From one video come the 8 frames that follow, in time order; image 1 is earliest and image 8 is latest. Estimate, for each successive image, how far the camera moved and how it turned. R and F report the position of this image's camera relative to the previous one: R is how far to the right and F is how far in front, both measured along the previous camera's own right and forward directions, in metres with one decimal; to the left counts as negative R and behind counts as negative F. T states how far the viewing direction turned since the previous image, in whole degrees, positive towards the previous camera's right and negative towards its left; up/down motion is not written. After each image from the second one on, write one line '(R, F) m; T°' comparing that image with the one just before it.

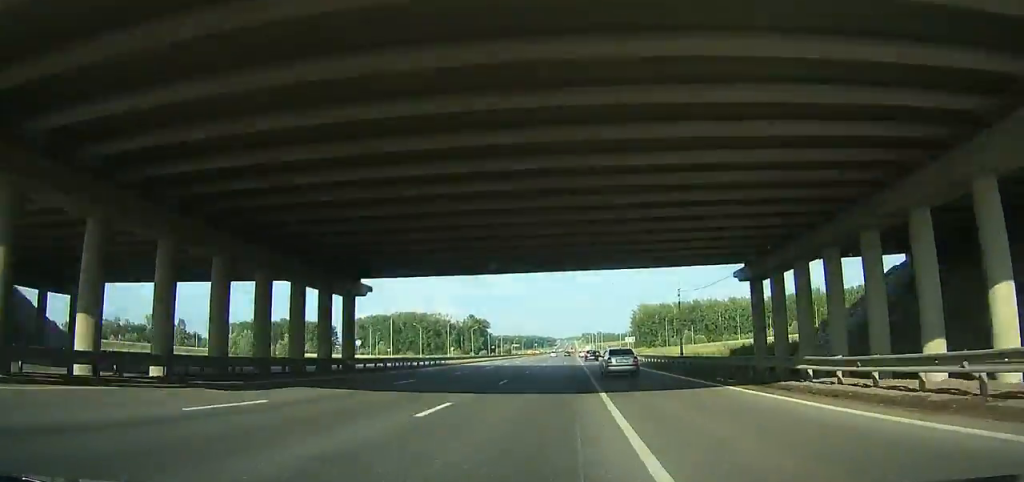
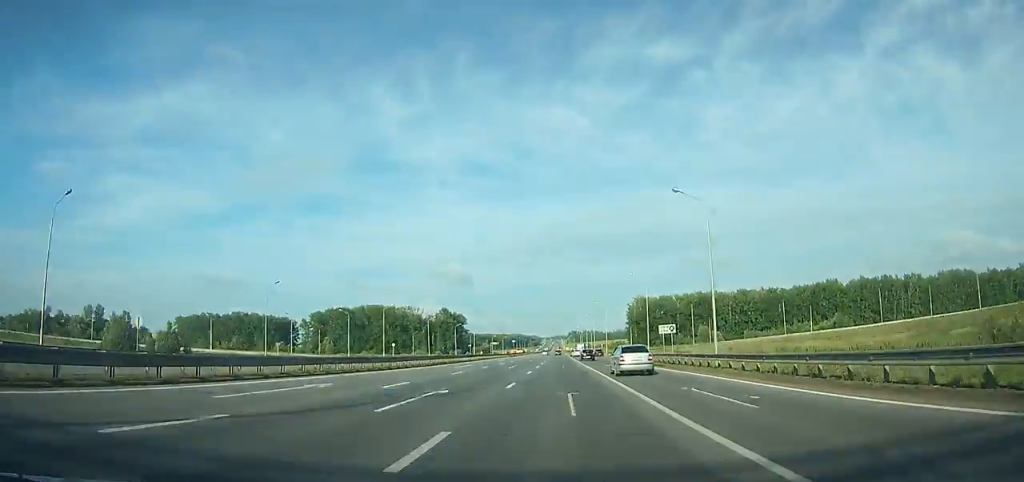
(+0.3, +50.3) m; +1°
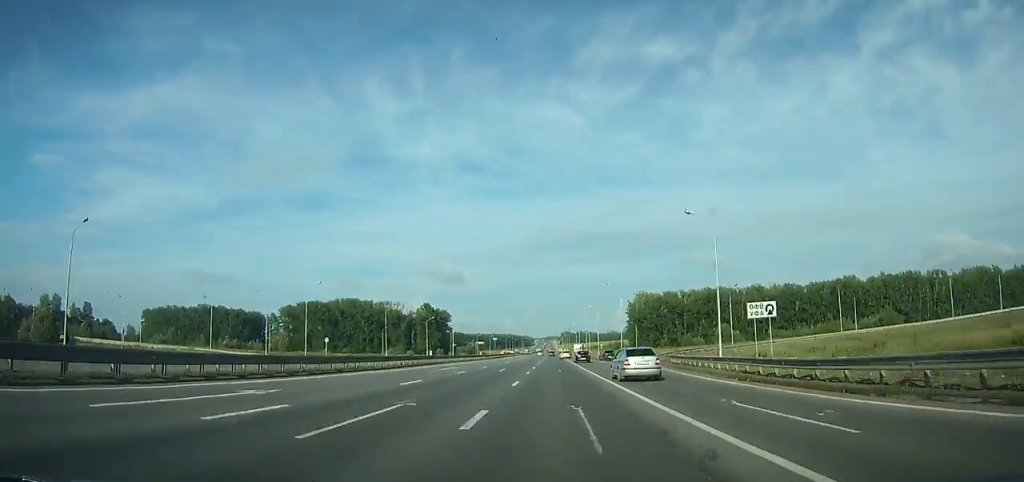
(+0.3, +31.8) m; 0°
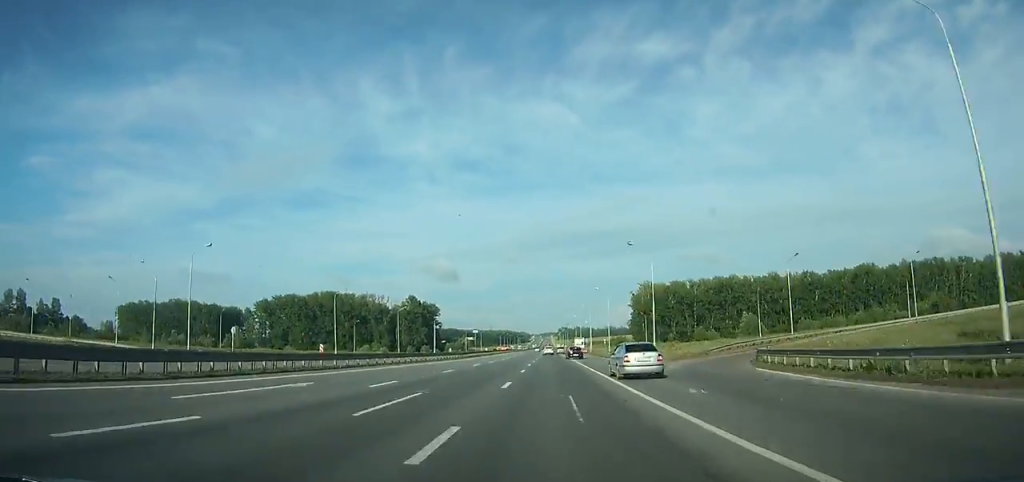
(0.0, +27.6) m; 0°
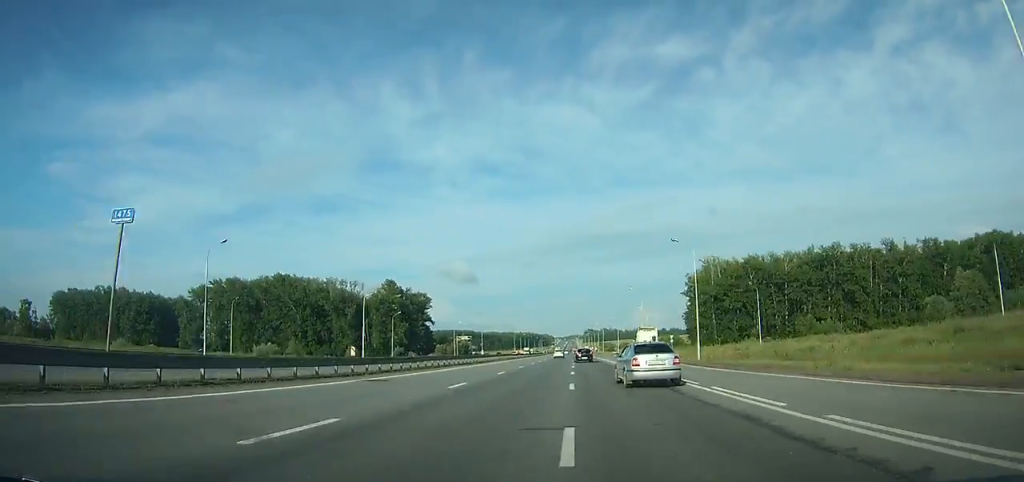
(-0.7, +82.1) m; -1°
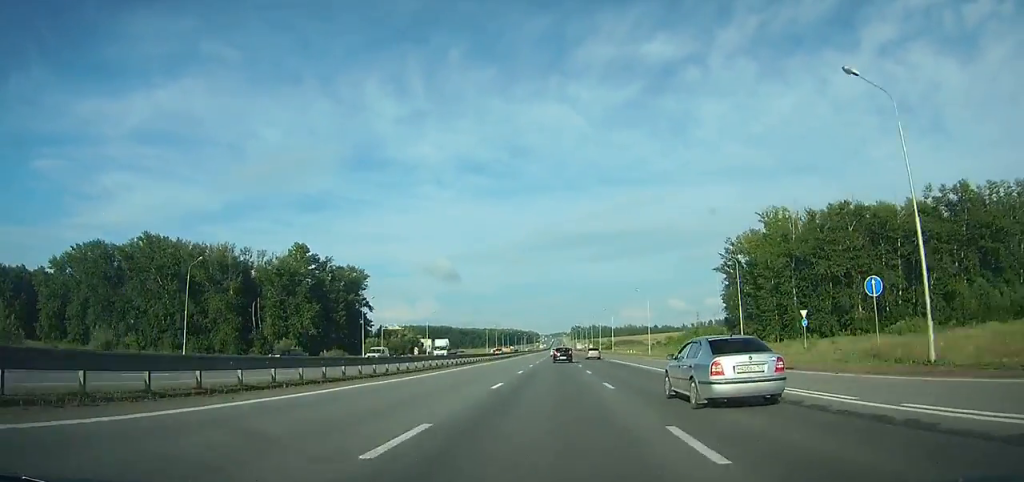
(-0.2, +72.4) m; 0°
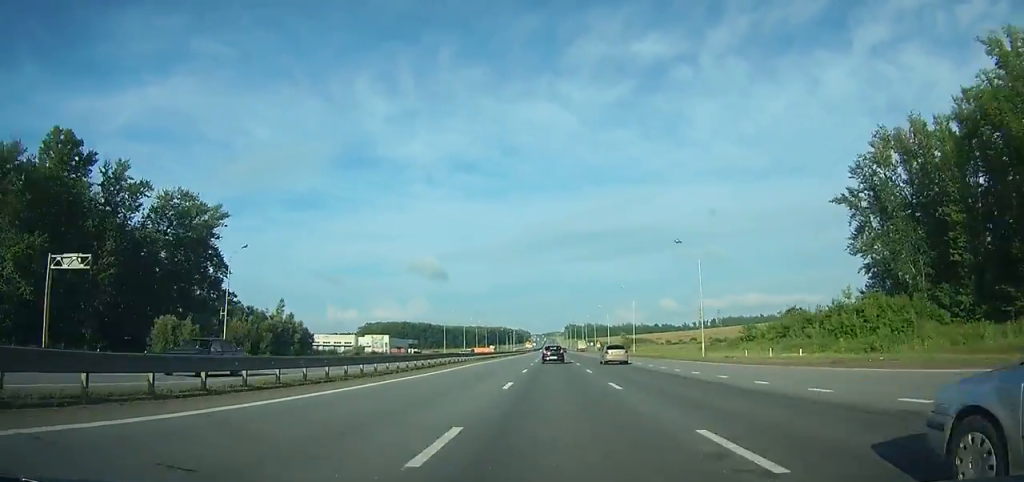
(+0.3, +81.5) m; +1°
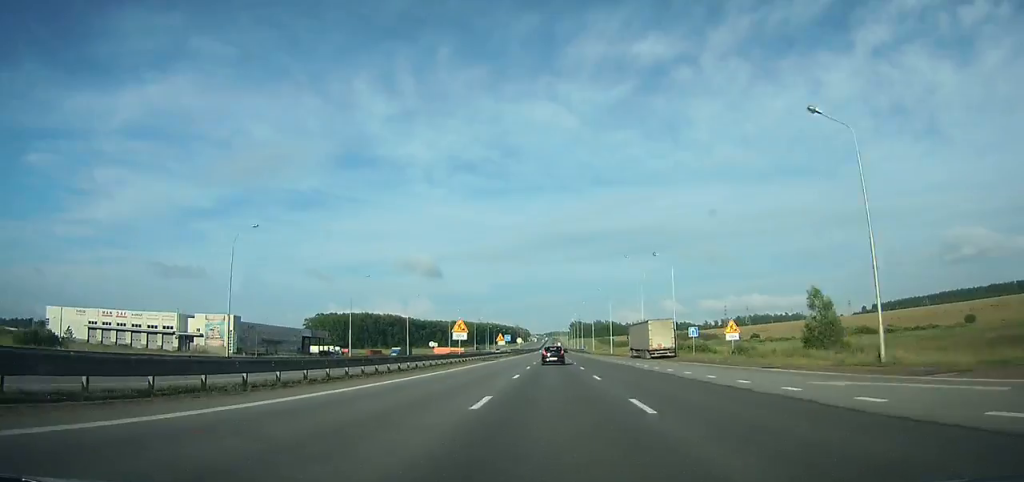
(+1.2, +149.0) m; 0°
